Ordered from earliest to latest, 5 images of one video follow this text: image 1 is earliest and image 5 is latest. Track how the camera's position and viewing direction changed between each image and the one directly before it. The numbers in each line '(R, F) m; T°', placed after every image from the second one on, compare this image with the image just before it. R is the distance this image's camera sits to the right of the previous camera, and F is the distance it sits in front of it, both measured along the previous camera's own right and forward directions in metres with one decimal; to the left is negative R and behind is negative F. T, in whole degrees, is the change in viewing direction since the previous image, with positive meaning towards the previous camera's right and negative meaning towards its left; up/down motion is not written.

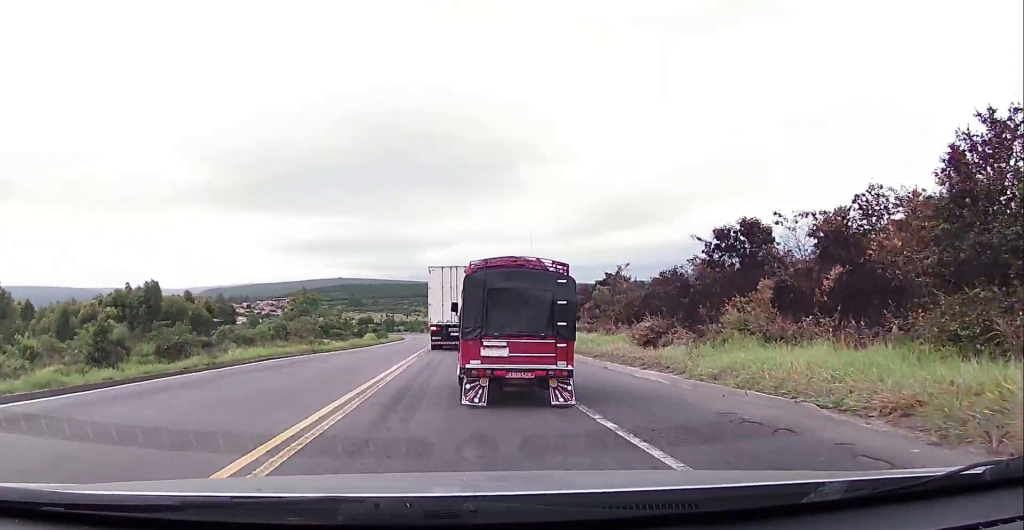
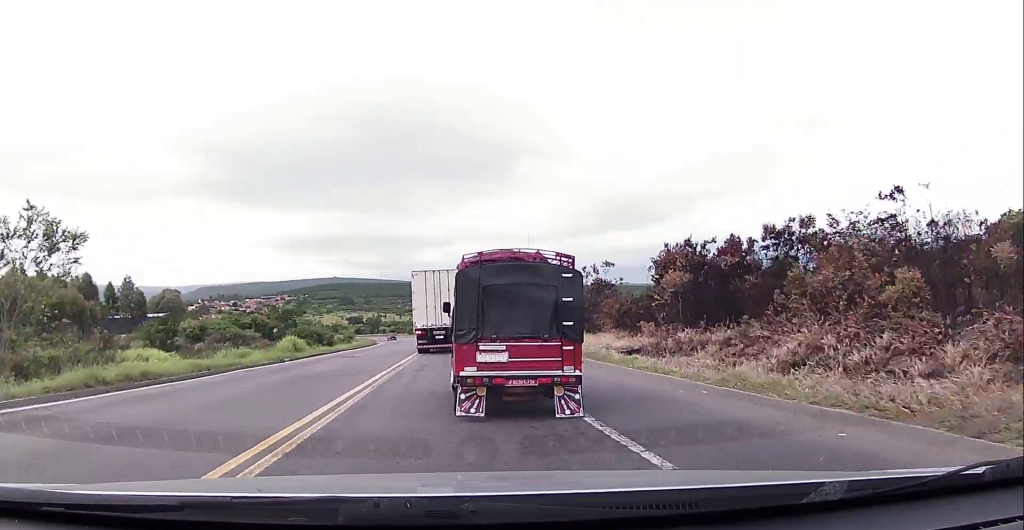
(-0.1, +44.6) m; -1°
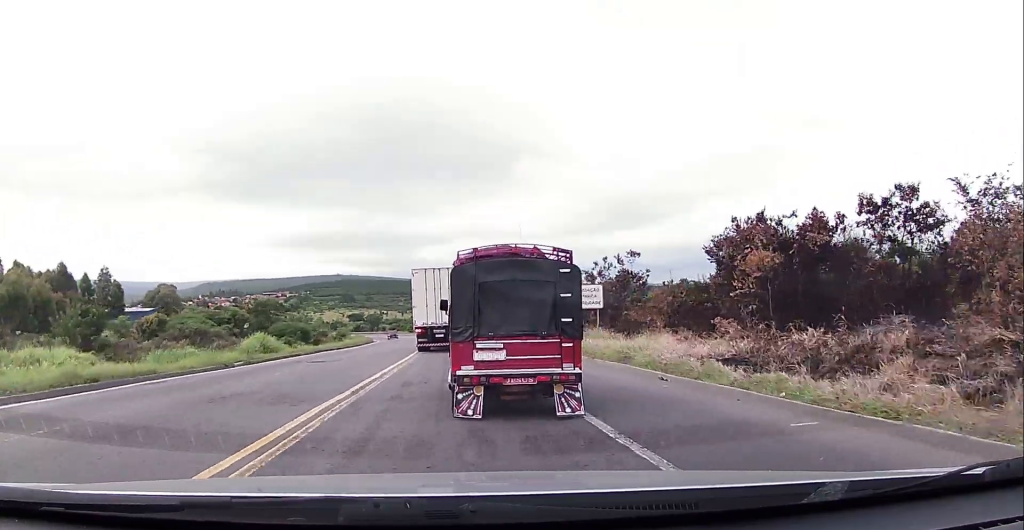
(+0.1, +9.0) m; 0°
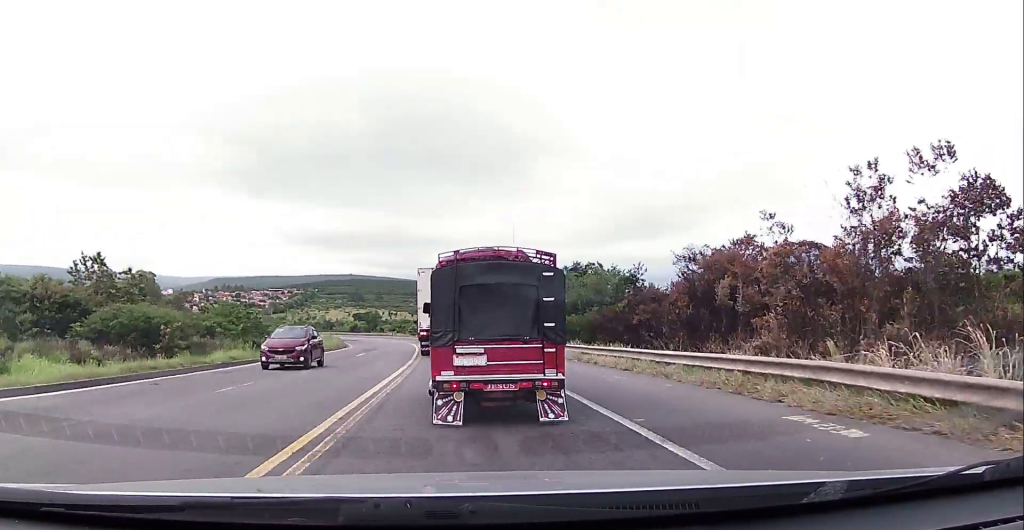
(-0.6, +40.3) m; -3°
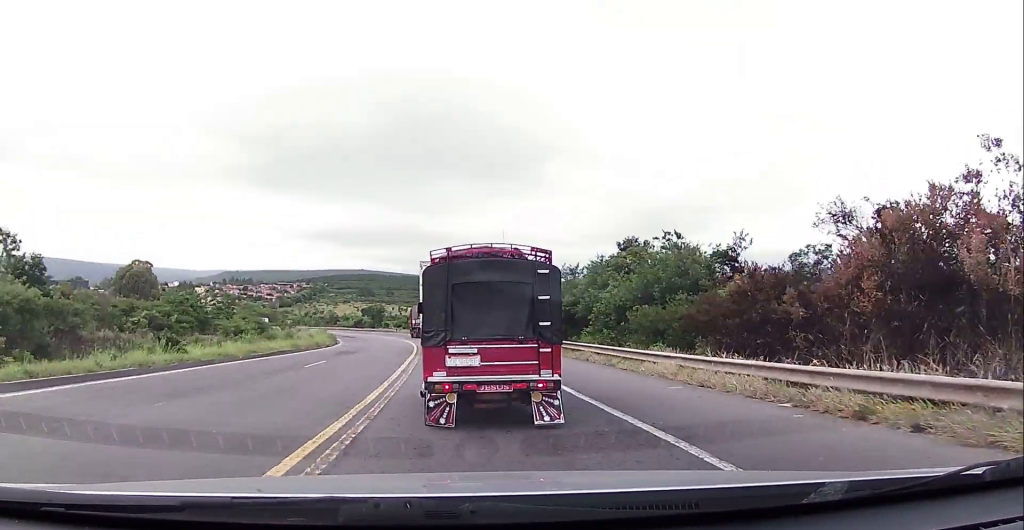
(-0.4, +14.9) m; +1°
